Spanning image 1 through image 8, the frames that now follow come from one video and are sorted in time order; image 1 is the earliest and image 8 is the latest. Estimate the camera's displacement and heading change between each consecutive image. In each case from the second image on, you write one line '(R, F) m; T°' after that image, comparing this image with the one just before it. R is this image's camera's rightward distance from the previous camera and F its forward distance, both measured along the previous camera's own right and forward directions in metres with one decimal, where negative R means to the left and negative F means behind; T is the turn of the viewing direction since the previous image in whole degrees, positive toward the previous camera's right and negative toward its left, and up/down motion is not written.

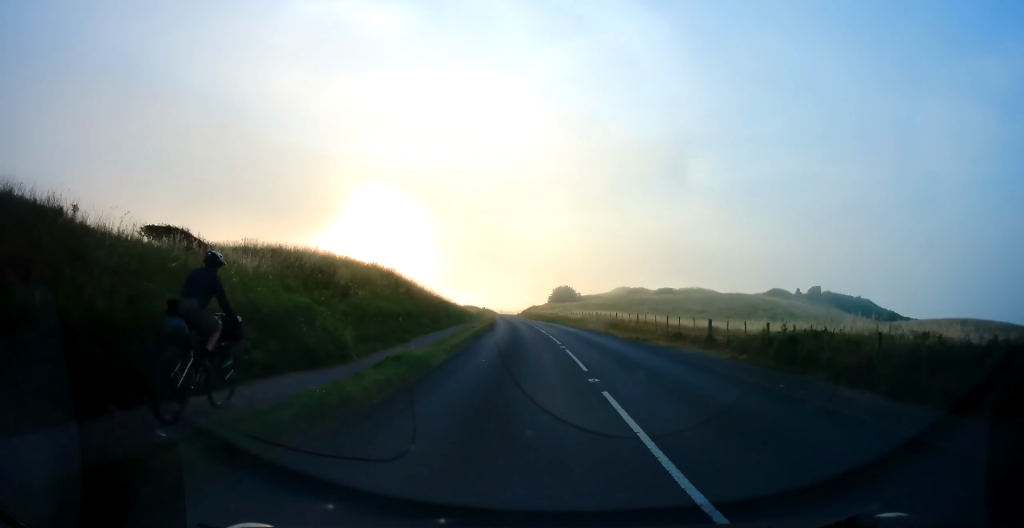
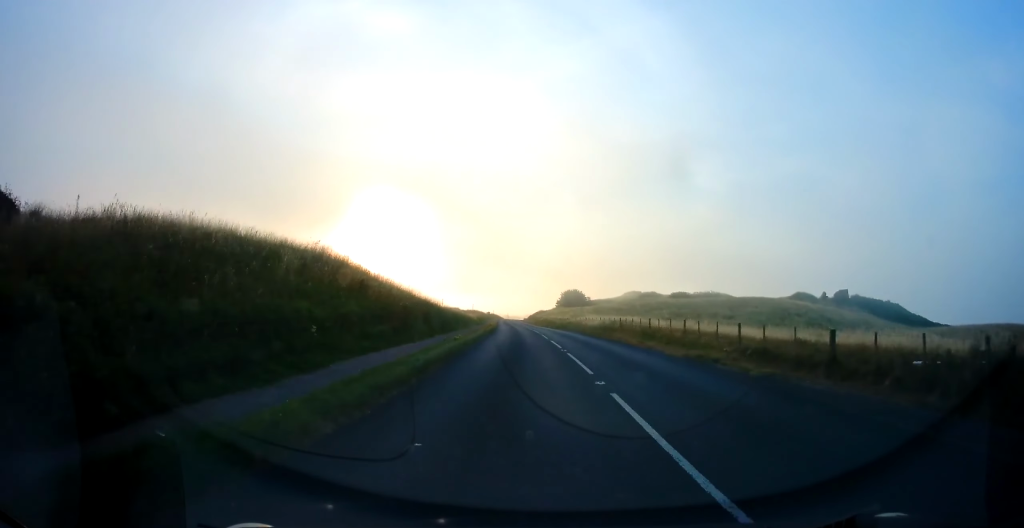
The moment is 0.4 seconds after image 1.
(-0.1, +8.8) m; 0°
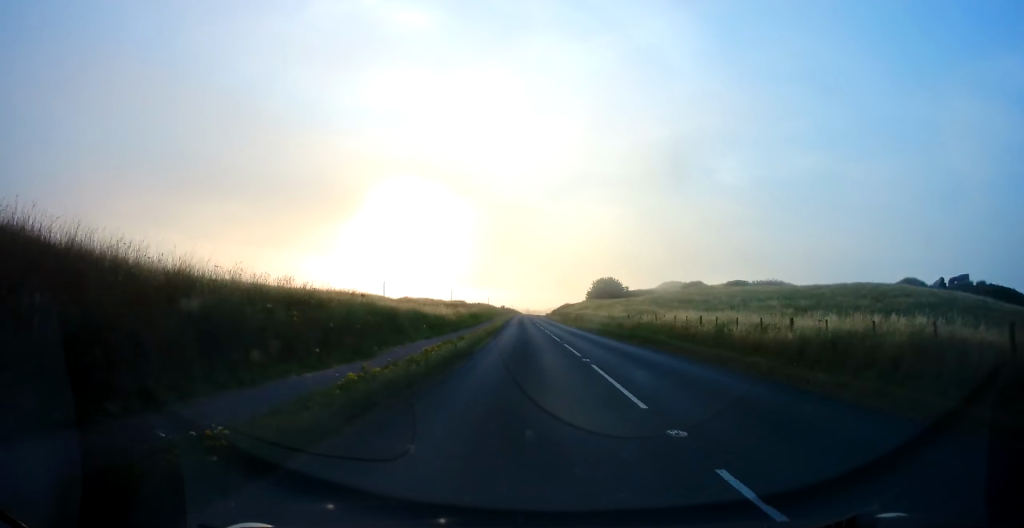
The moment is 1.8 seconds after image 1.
(-0.3, +30.9) m; -2°
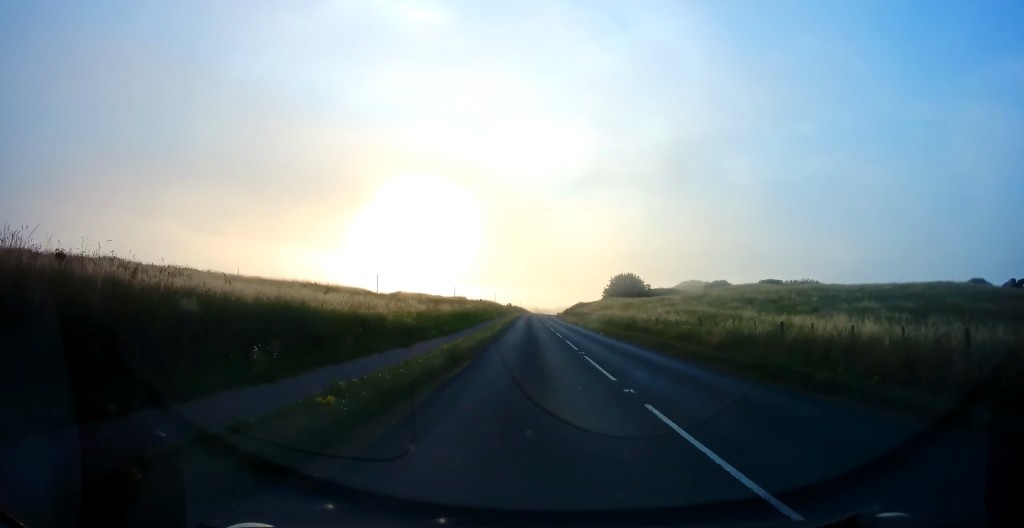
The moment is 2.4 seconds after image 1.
(-0.1, +14.1) m; -1°
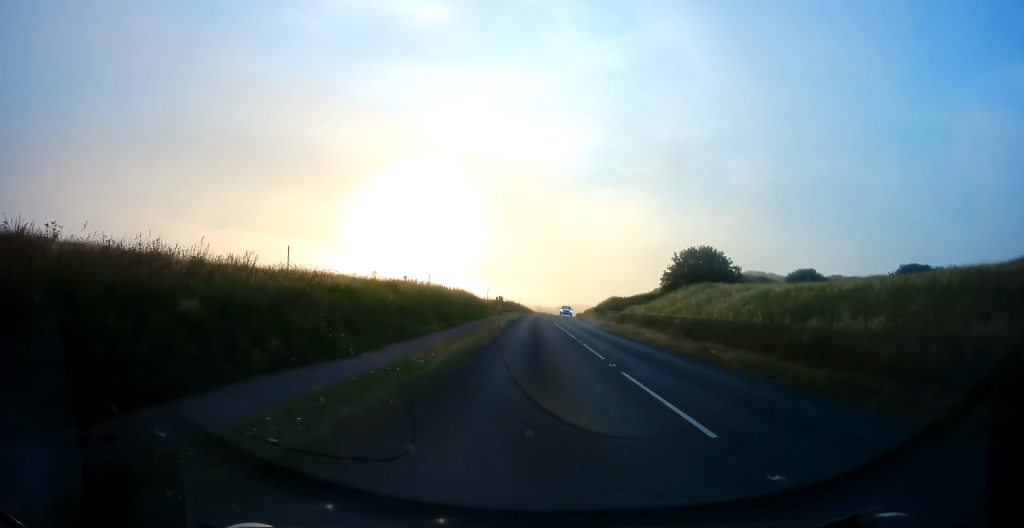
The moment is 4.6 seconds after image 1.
(-1.4, +48.7) m; -1°
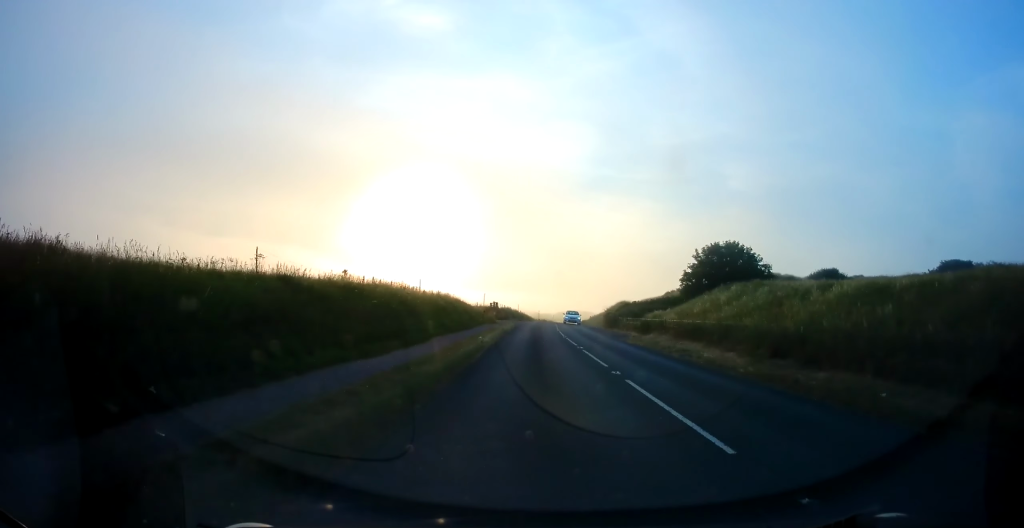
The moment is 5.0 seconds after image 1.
(-0.1, +9.4) m; 0°
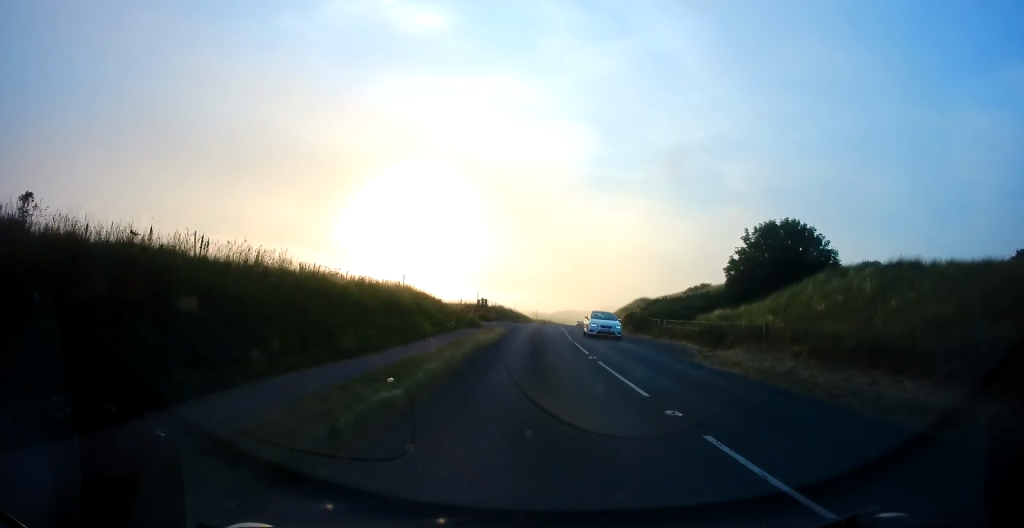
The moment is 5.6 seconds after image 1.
(+0.2, +14.3) m; 0°
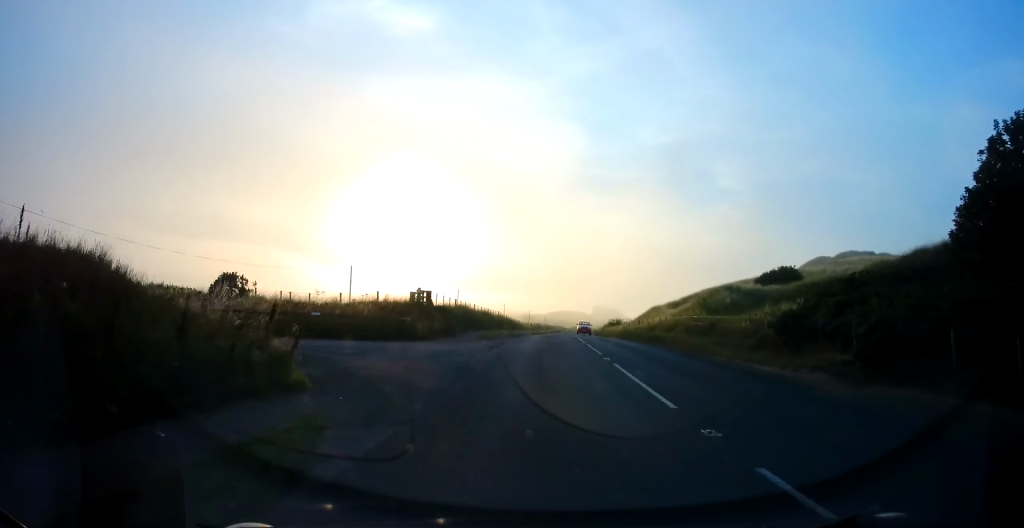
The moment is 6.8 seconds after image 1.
(0.0, +28.4) m; 0°
